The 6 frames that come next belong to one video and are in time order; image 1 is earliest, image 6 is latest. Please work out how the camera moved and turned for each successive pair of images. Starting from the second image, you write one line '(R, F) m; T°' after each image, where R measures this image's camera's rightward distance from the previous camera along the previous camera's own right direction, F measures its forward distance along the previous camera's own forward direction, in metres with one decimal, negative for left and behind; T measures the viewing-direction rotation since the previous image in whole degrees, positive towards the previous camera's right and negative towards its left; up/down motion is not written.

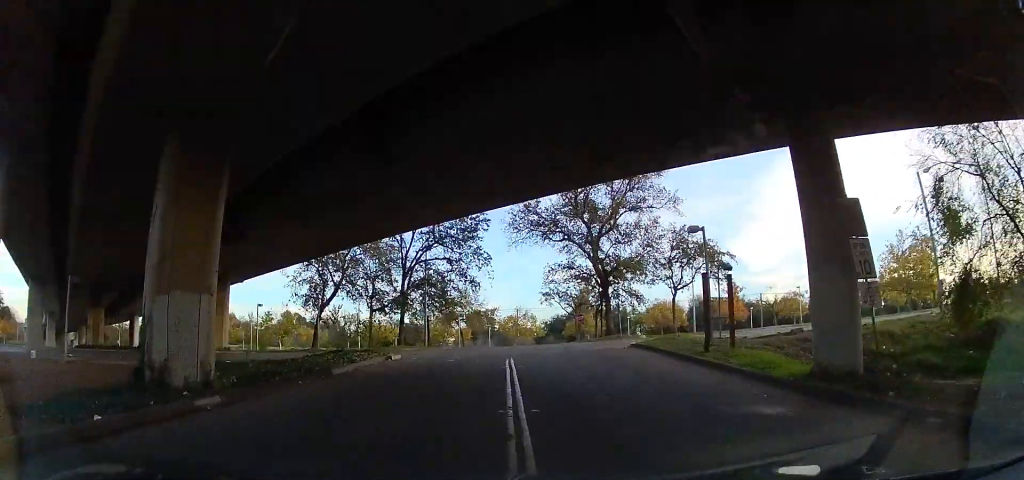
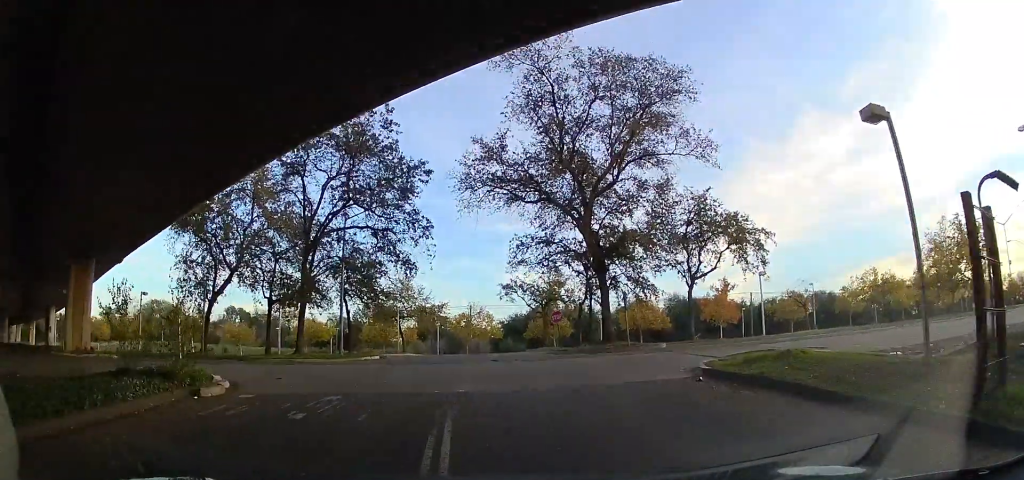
(+2.6, +10.9) m; +23°
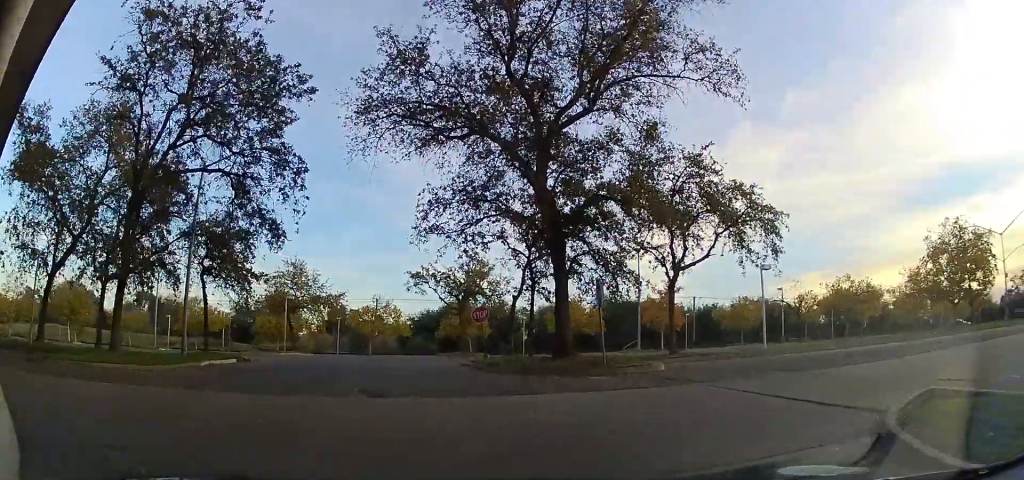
(+2.5, +12.2) m; +24°
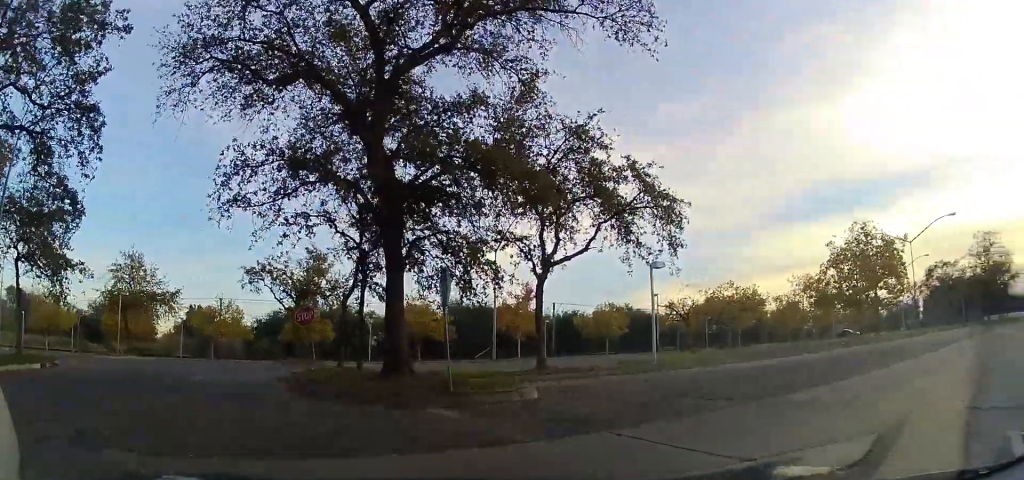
(+0.9, +6.9) m; +13°
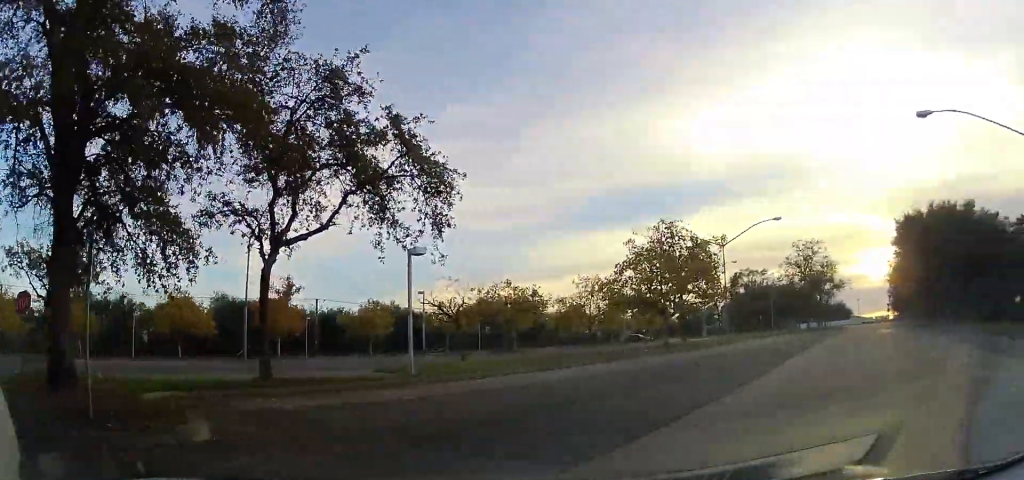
(+0.5, +6.1) m; +12°
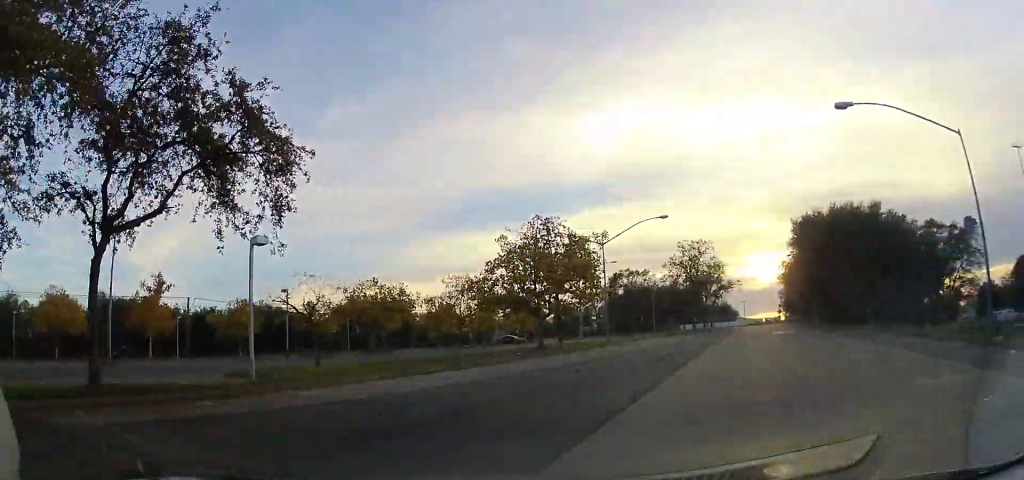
(+0.1, +3.1) m; +7°
